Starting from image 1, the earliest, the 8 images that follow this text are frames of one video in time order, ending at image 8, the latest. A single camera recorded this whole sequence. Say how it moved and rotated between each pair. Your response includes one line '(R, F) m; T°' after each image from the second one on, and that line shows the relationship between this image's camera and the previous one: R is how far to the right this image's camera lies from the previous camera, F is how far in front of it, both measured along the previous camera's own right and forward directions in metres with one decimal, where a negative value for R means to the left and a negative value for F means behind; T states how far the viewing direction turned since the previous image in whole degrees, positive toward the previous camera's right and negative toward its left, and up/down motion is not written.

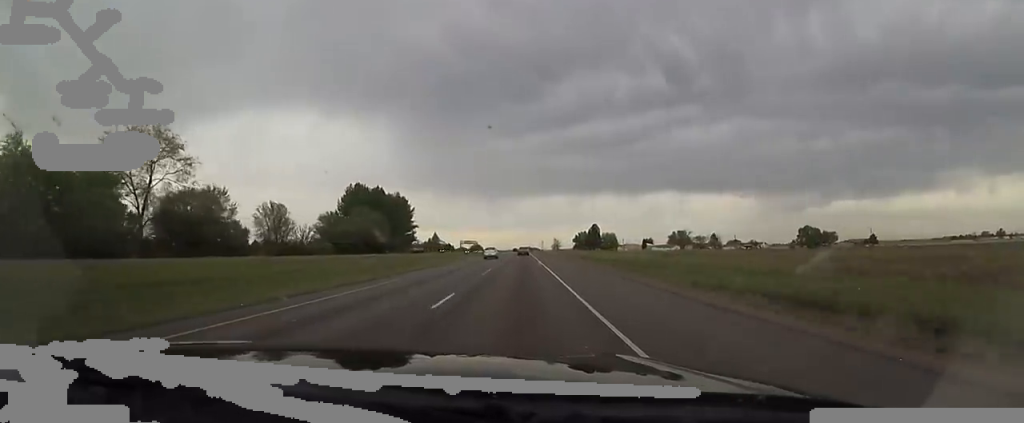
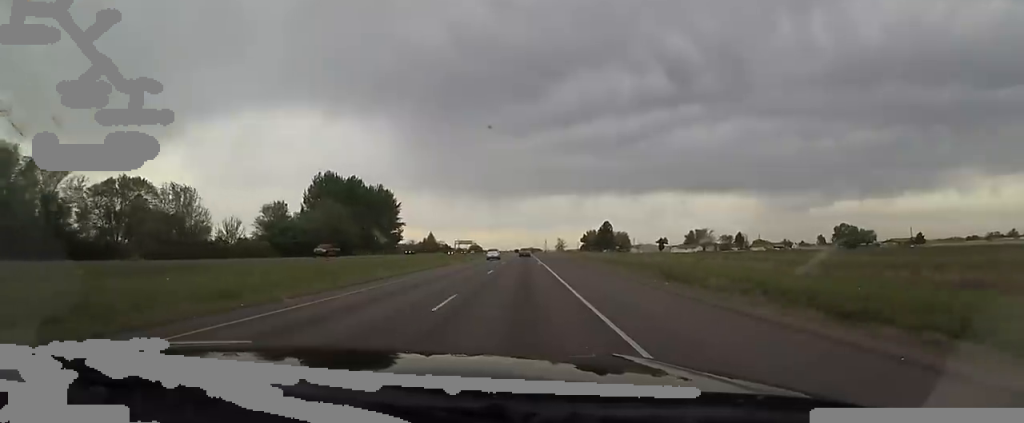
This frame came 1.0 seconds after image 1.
(-0.1, +30.3) m; 0°
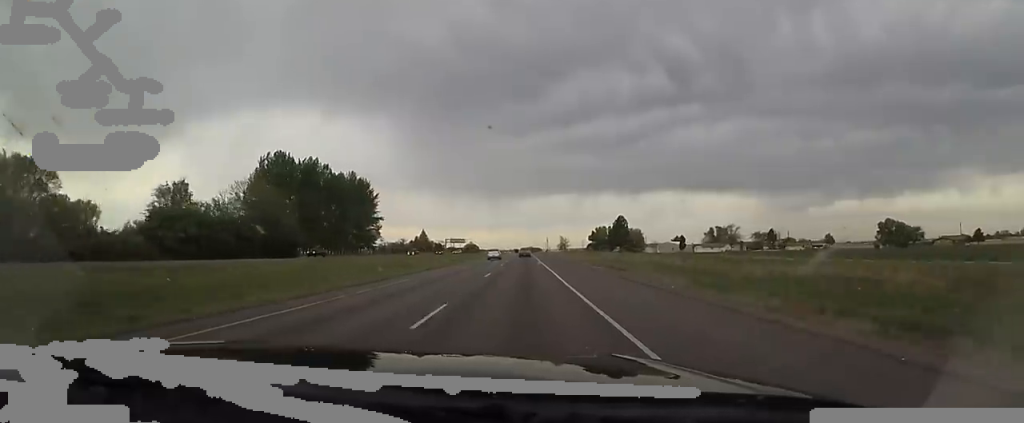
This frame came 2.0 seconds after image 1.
(+0.2, +32.5) m; +1°
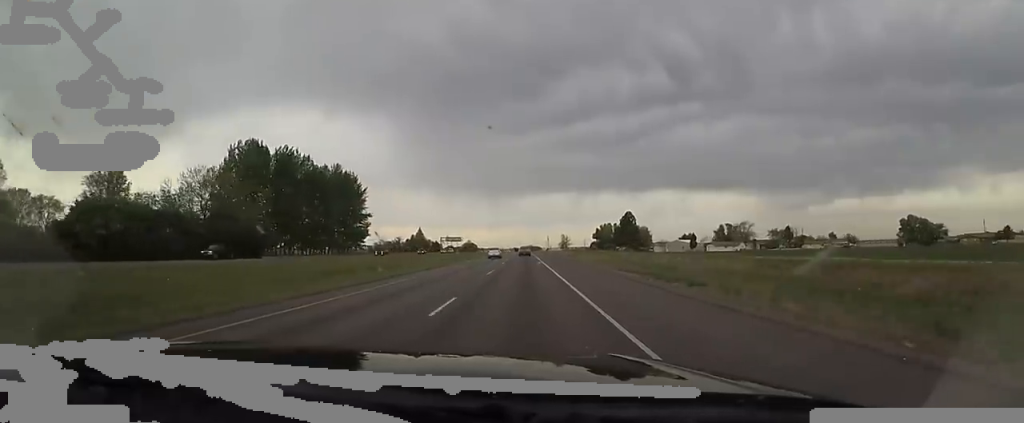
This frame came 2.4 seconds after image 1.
(+0.2, +13.7) m; +1°
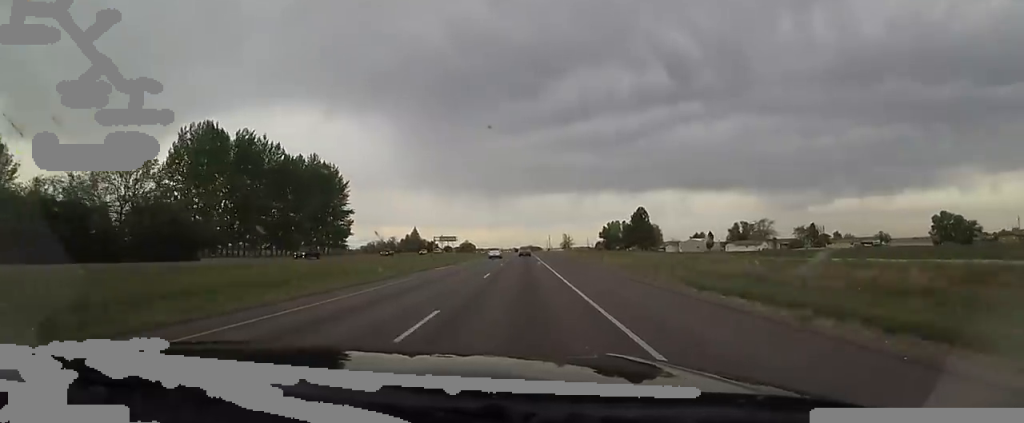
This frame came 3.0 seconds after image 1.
(0.0, +17.9) m; 0°
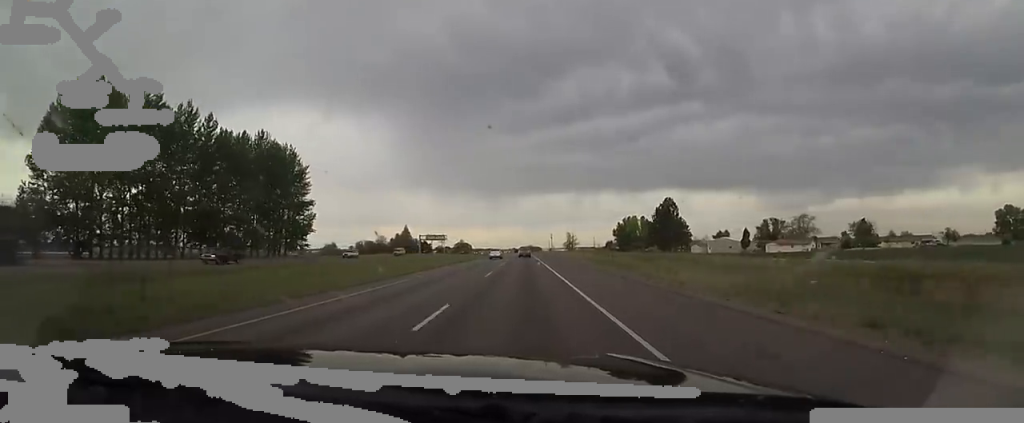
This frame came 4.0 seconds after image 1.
(-0.2, +30.6) m; -2°
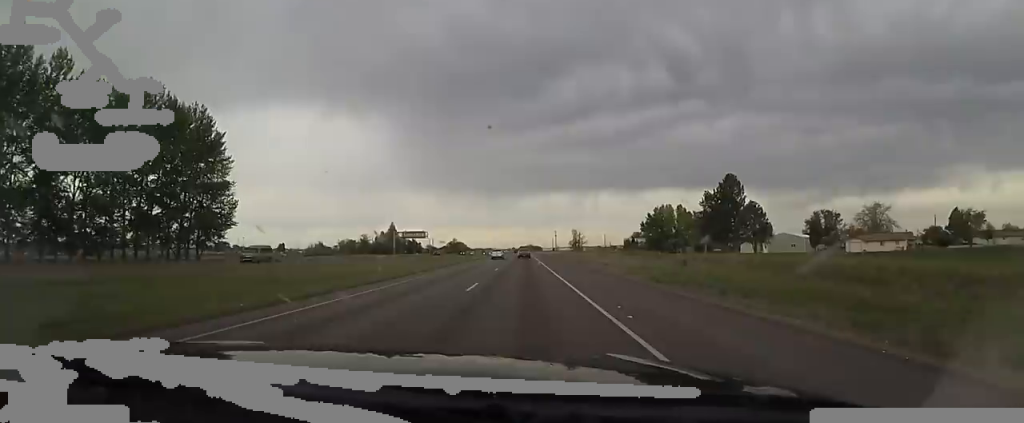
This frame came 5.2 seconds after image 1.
(-1.1, +37.2) m; -1°
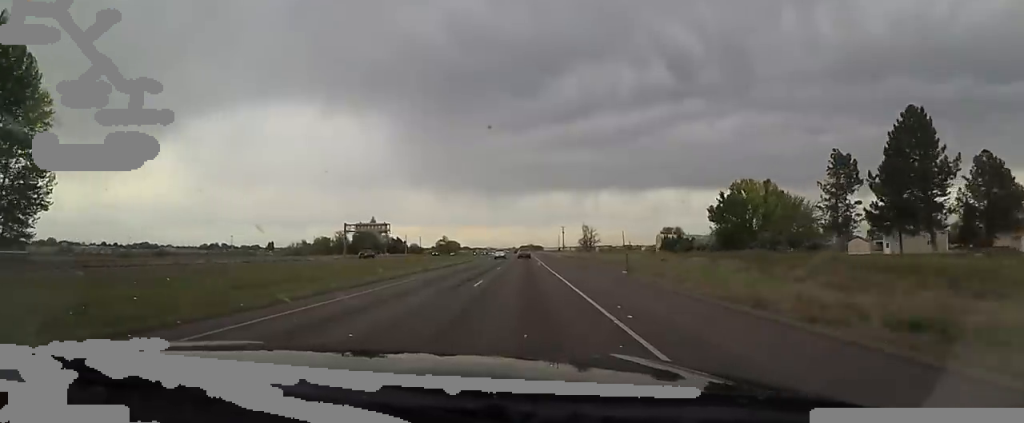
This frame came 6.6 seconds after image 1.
(+1.2, +43.0) m; +3°
